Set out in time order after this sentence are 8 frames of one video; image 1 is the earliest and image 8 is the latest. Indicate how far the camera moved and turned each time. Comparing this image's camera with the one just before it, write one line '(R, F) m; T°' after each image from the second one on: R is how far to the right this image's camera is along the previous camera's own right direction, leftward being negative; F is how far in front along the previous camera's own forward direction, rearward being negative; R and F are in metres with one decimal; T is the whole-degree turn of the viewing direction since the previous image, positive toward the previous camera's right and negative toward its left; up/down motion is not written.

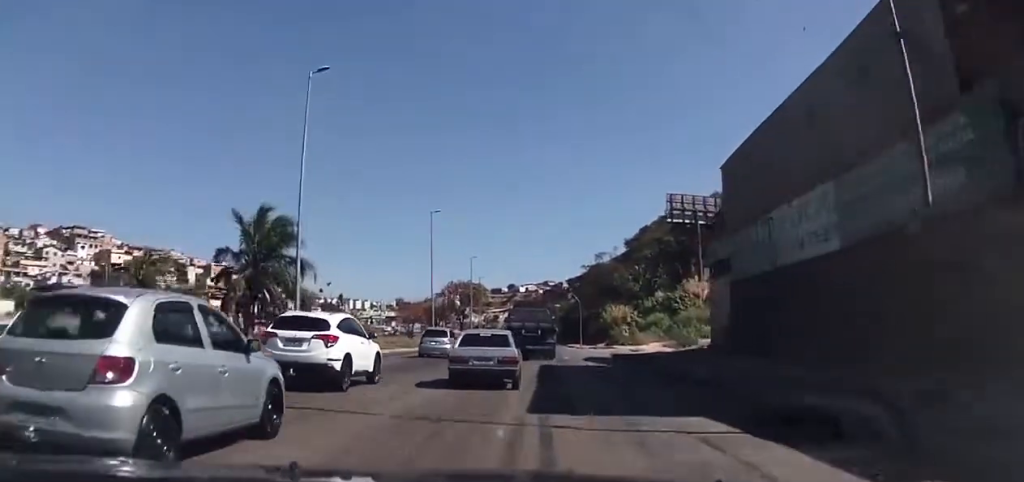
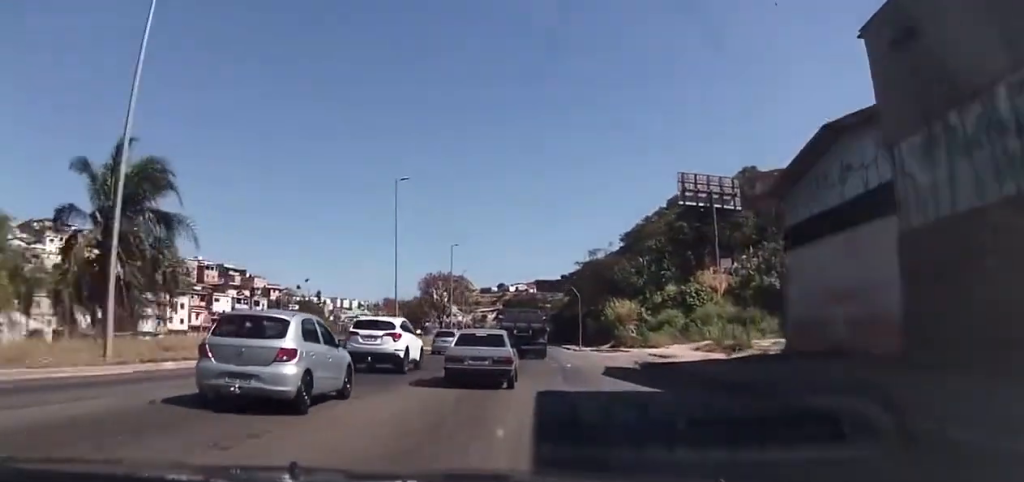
(-0.1, +14.8) m; 0°
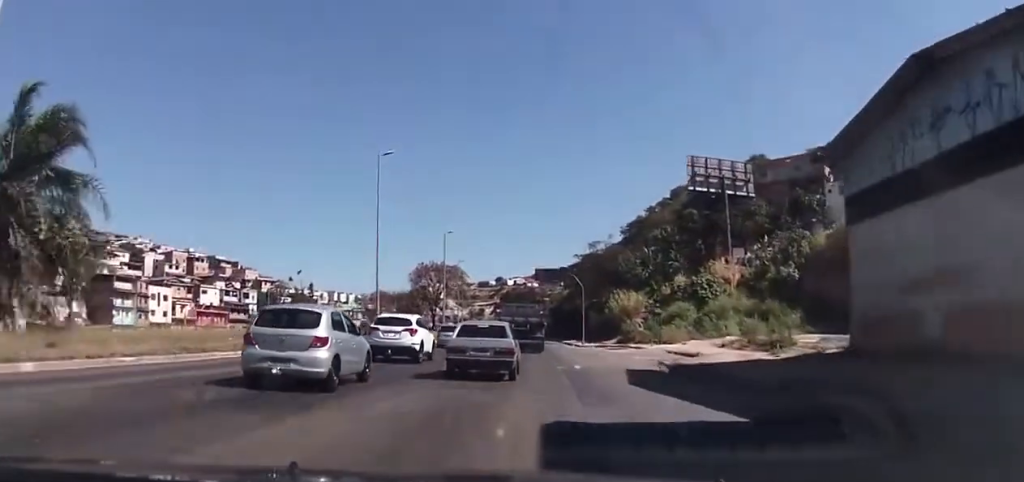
(0.0, +6.5) m; 0°
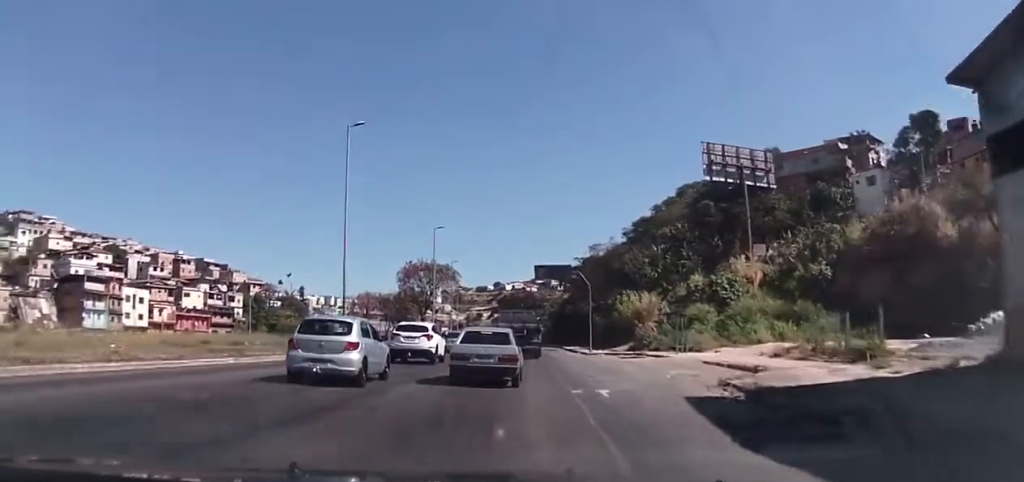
(0.0, +8.7) m; 0°
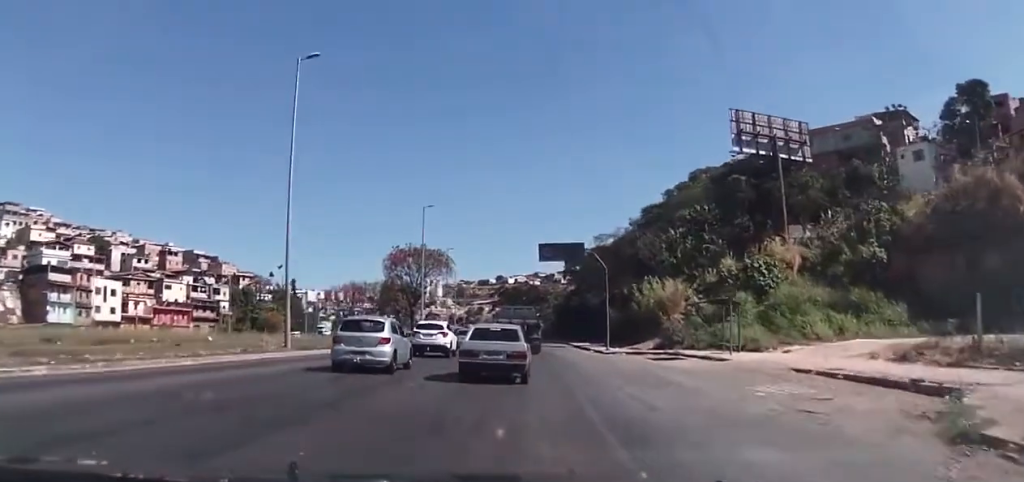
(0.0, +10.6) m; +1°
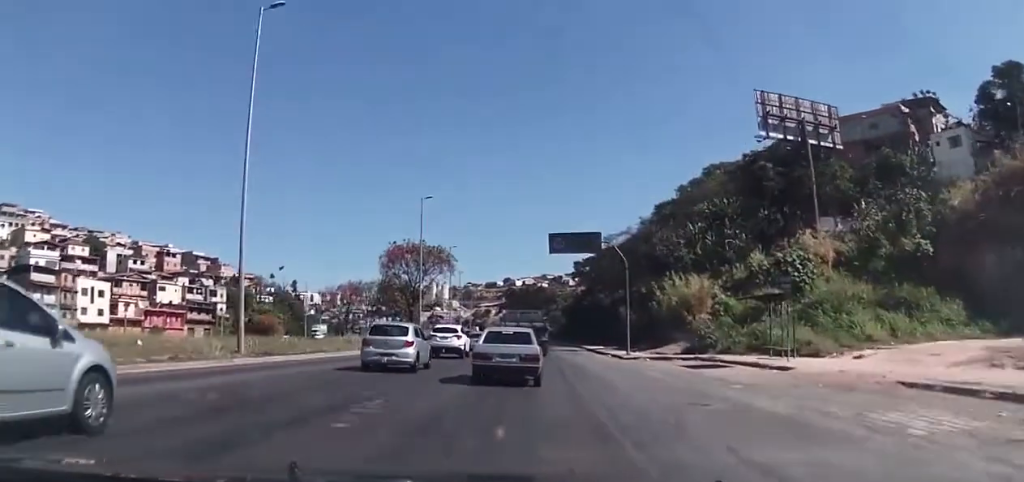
(-0.1, +6.2) m; +1°
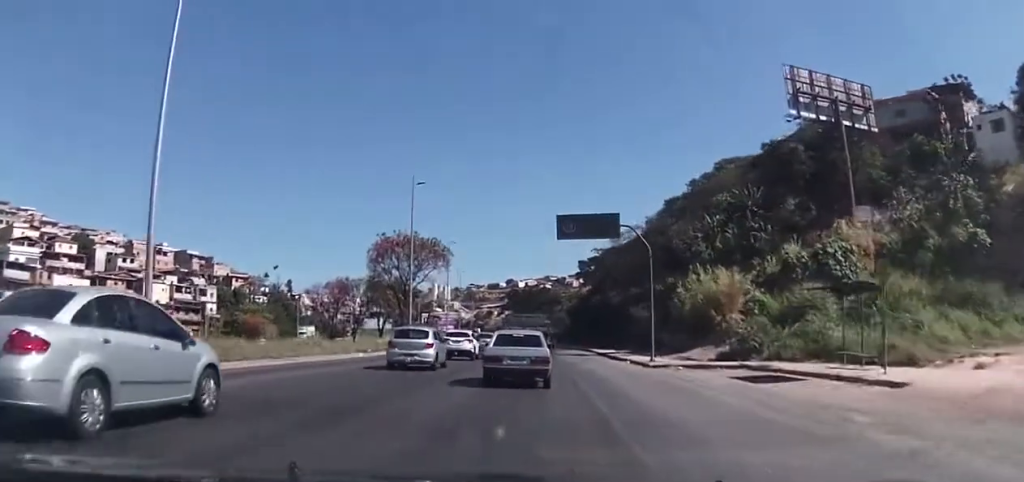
(+0.2, +7.1) m; 0°
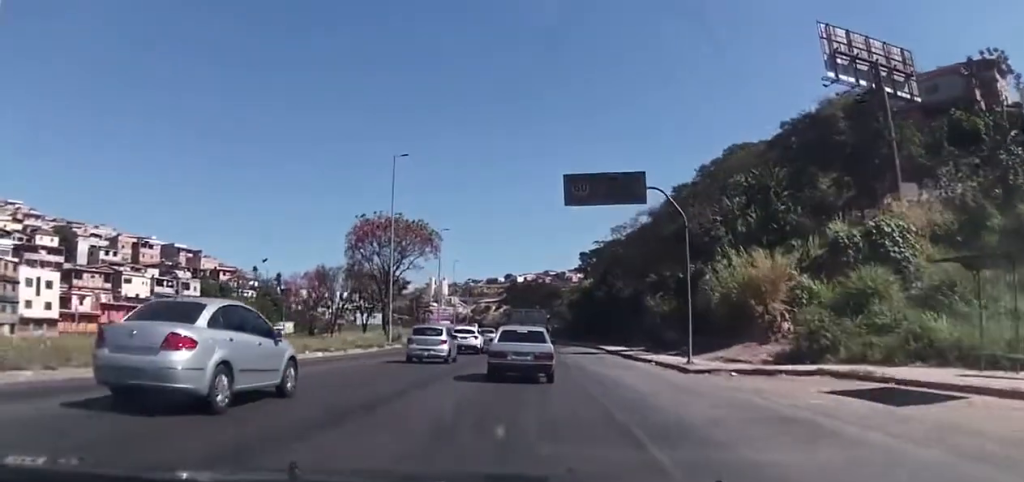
(+0.2, +8.0) m; 0°
